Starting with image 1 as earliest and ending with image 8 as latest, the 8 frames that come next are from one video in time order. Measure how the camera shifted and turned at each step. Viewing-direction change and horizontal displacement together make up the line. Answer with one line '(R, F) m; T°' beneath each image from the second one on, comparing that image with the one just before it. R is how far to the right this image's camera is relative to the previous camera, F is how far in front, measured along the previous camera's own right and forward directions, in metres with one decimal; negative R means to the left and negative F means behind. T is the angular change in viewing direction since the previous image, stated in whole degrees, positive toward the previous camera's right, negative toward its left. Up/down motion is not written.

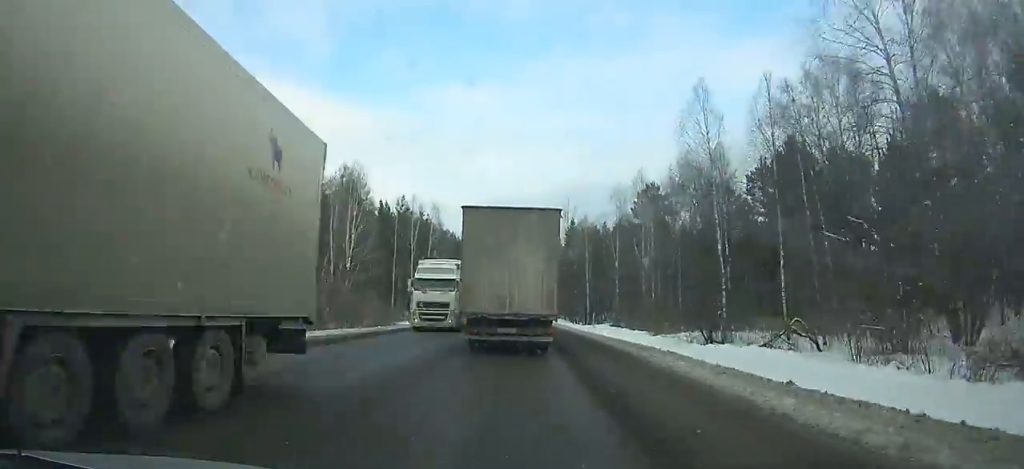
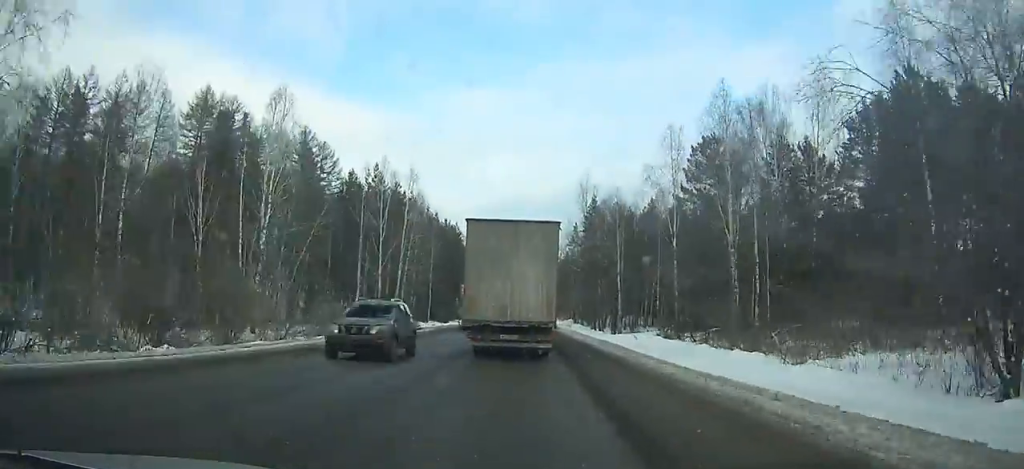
(0.0, +25.6) m; 0°
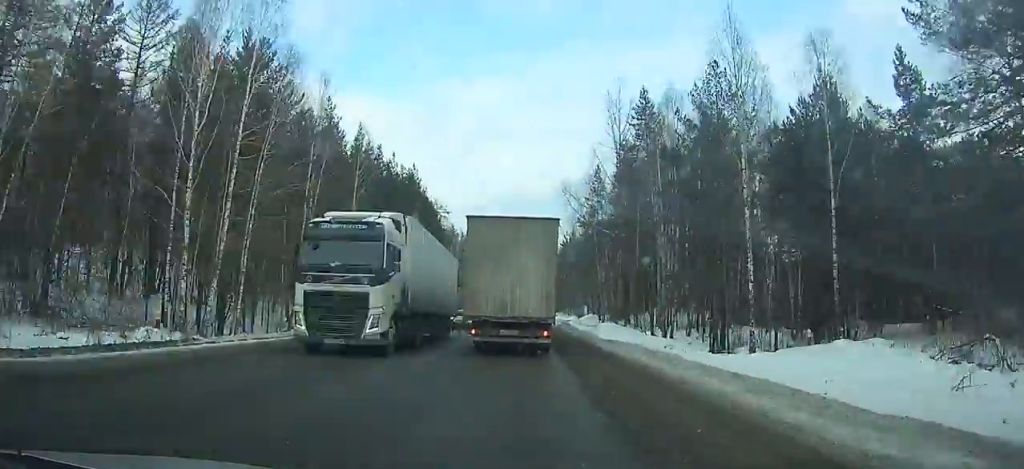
(0.0, +36.5) m; +1°
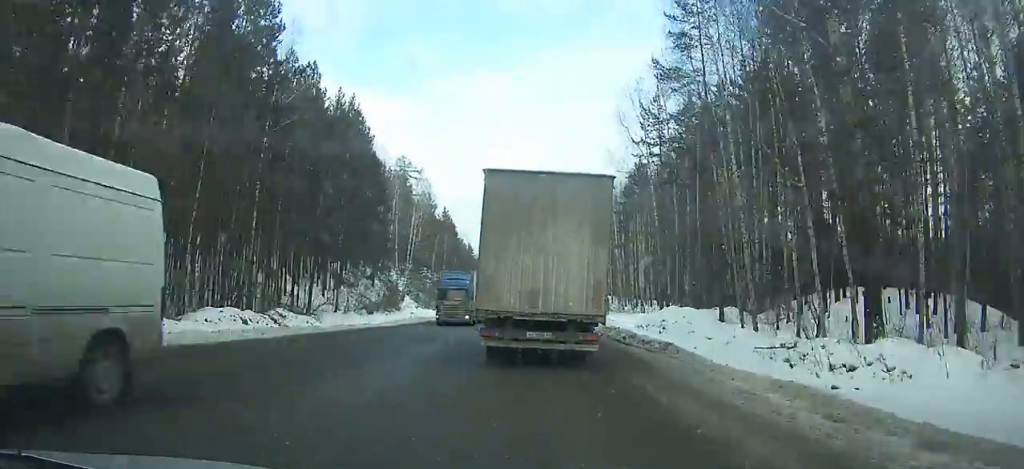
(+1.6, +41.5) m; +2°
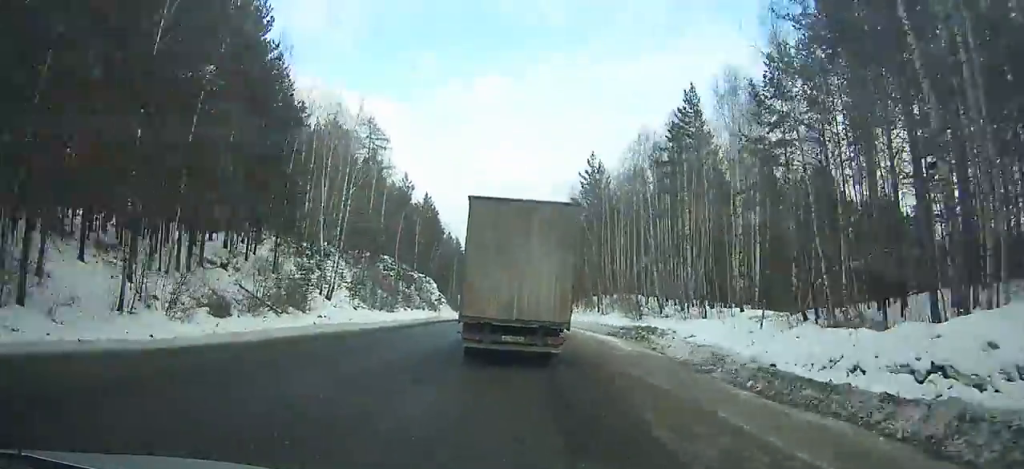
(-0.8, +30.7) m; -5°
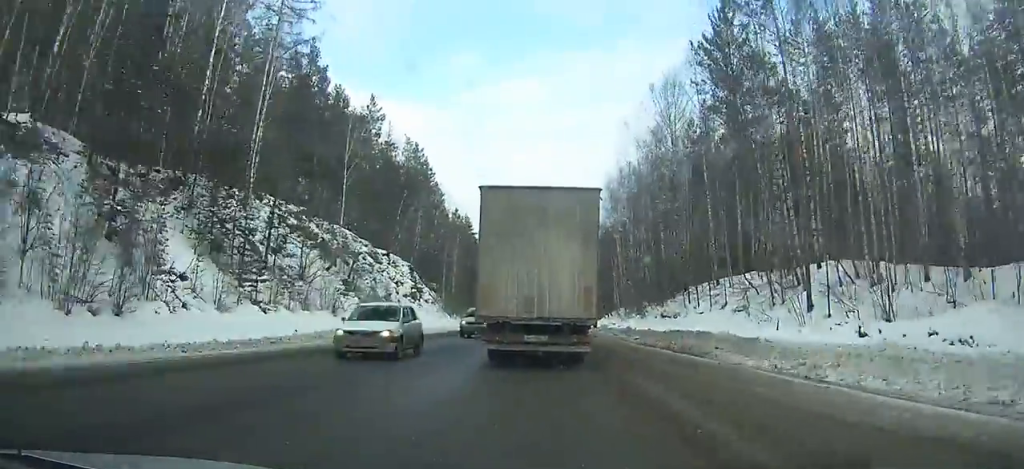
(-2.2, +48.2) m; -2°
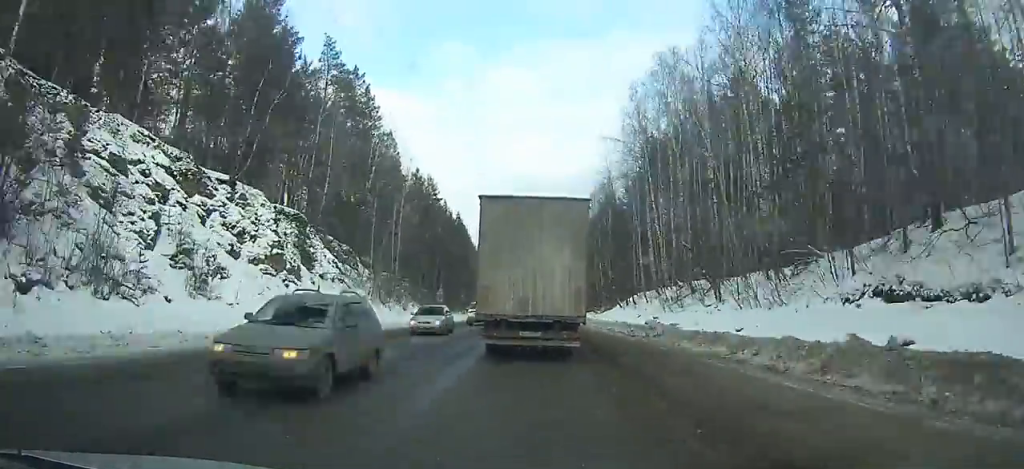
(+0.2, +30.4) m; 0°
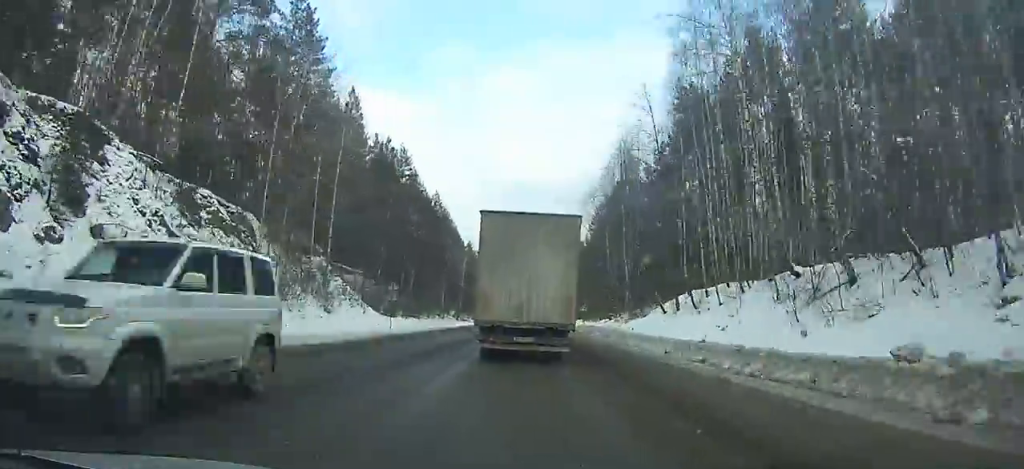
(0.0, +22.4) m; 0°
